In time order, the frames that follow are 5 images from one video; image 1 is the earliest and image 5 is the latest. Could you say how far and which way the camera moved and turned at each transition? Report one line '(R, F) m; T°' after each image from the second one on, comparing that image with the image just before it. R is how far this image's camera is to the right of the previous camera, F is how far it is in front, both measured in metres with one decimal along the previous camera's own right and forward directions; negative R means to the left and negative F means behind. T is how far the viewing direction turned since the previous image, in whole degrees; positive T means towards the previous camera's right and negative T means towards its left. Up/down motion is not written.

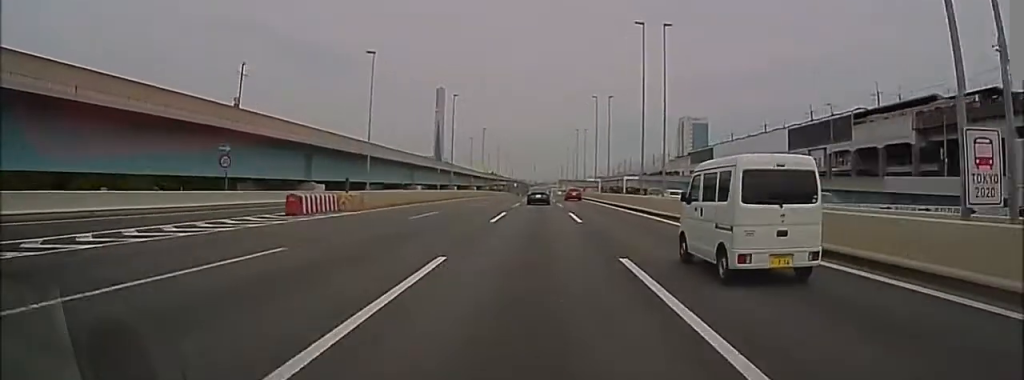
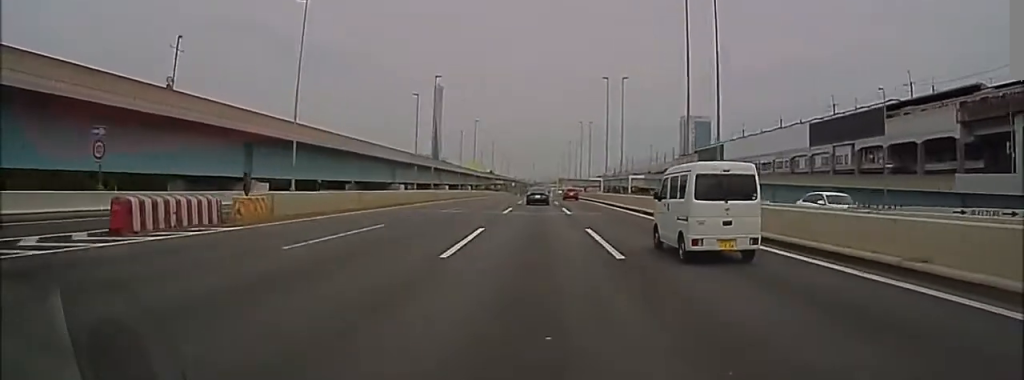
(0.0, +11.6) m; 0°
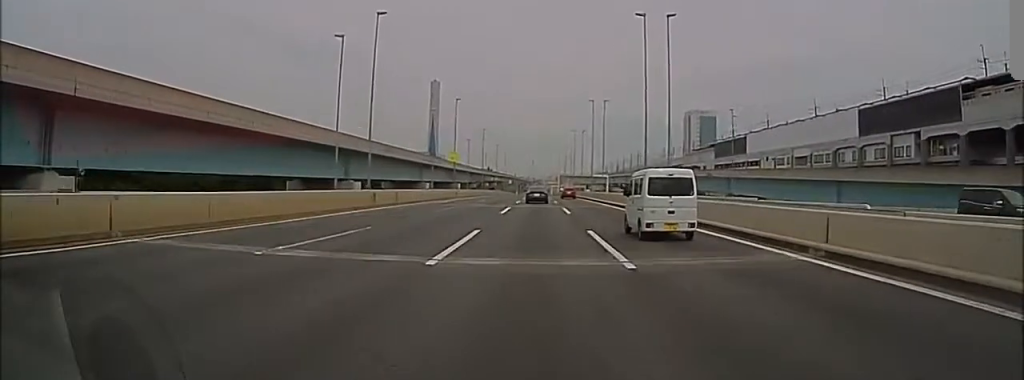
(0.0, +20.6) m; -1°
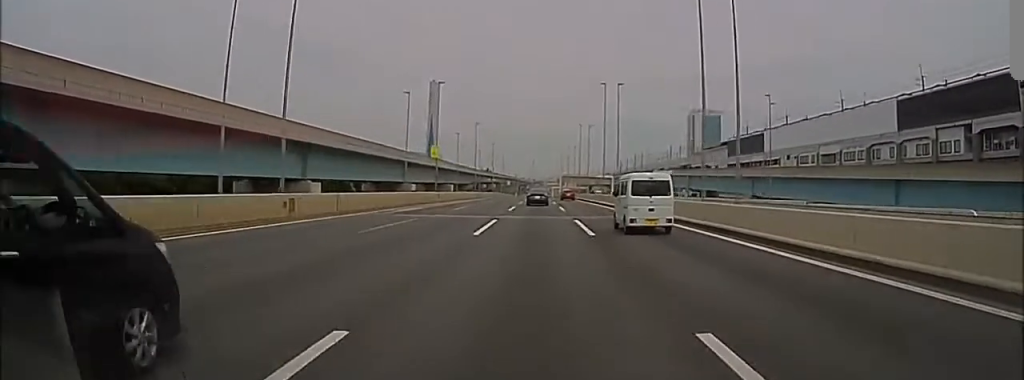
(0.0, +12.8) m; -1°
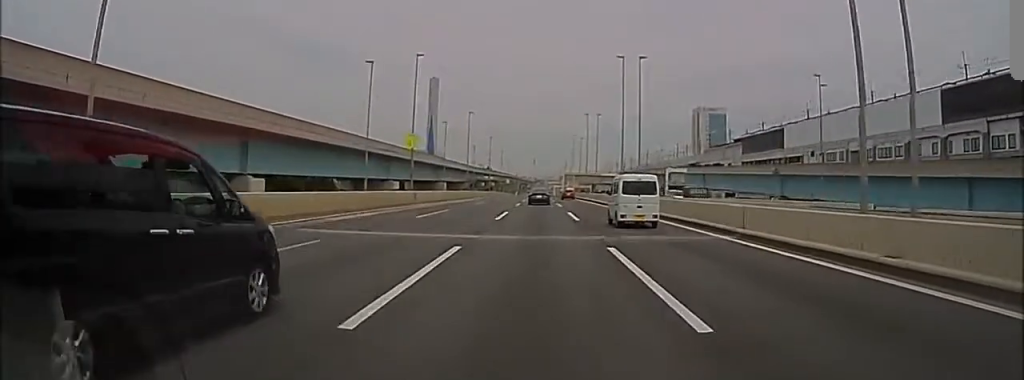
(-0.2, +11.0) m; -1°
